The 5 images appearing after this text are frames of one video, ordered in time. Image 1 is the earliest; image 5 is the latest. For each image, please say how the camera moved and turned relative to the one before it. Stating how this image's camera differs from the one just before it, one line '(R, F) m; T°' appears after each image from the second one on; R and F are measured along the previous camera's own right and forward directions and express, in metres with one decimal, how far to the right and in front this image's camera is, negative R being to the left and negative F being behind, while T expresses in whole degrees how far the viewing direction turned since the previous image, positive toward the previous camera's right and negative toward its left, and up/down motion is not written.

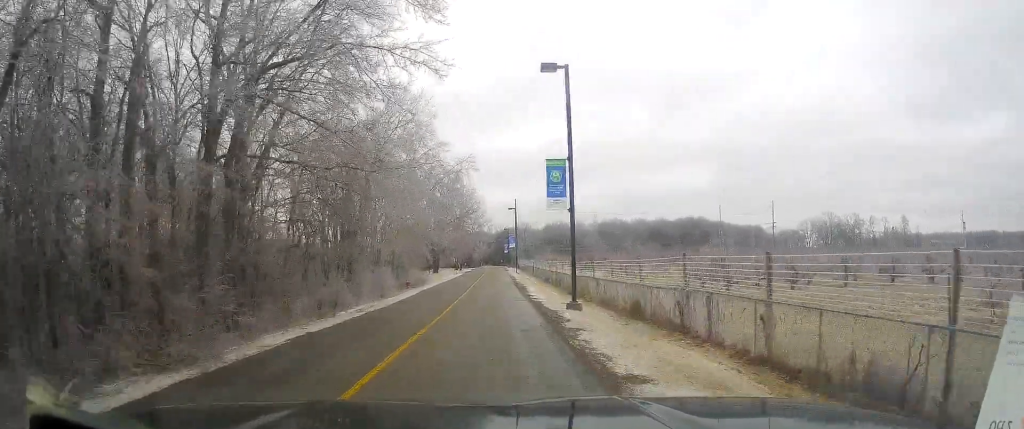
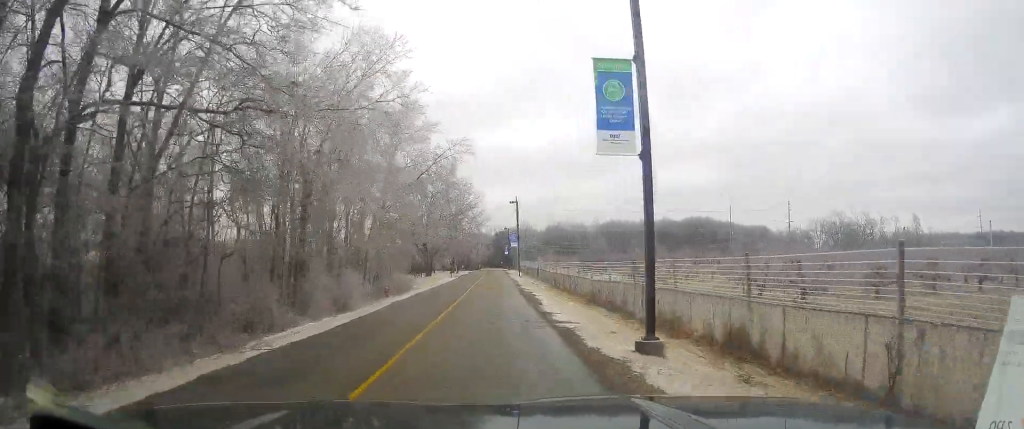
(-0.1, +10.8) m; 0°
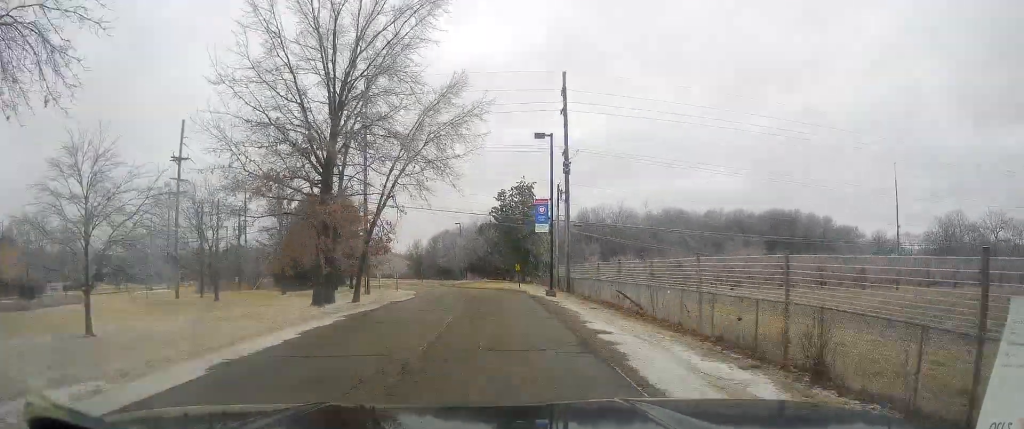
(-1.6, +102.1) m; 0°
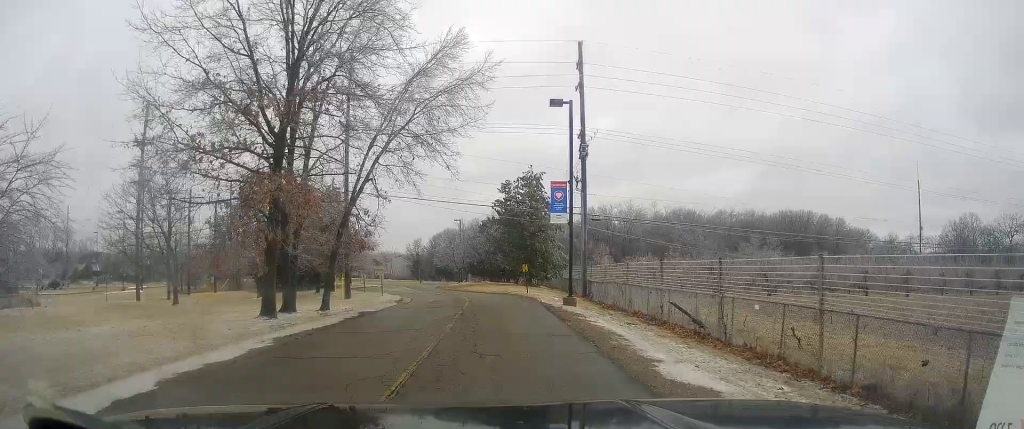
(+0.1, +8.4) m; 0°
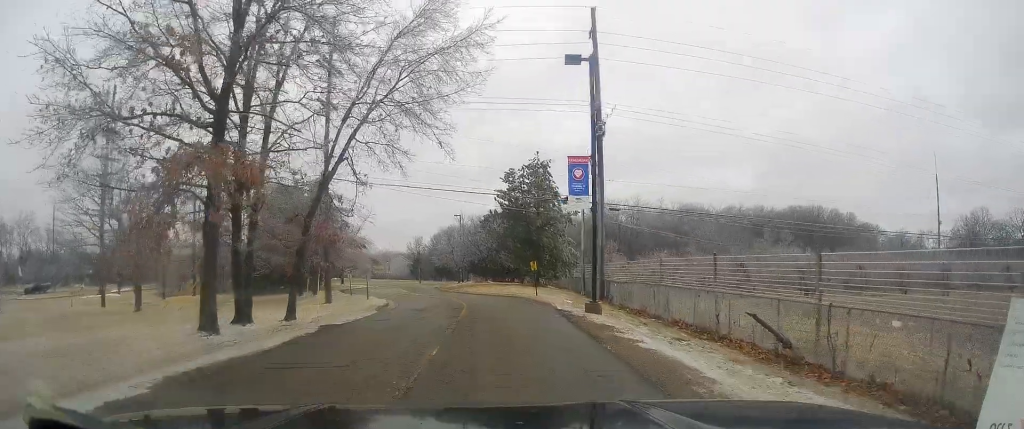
(+0.3, +6.5) m; 0°
